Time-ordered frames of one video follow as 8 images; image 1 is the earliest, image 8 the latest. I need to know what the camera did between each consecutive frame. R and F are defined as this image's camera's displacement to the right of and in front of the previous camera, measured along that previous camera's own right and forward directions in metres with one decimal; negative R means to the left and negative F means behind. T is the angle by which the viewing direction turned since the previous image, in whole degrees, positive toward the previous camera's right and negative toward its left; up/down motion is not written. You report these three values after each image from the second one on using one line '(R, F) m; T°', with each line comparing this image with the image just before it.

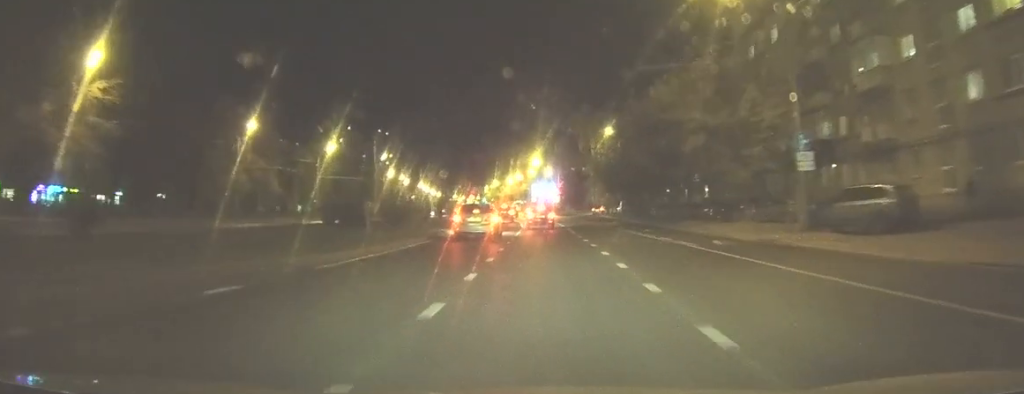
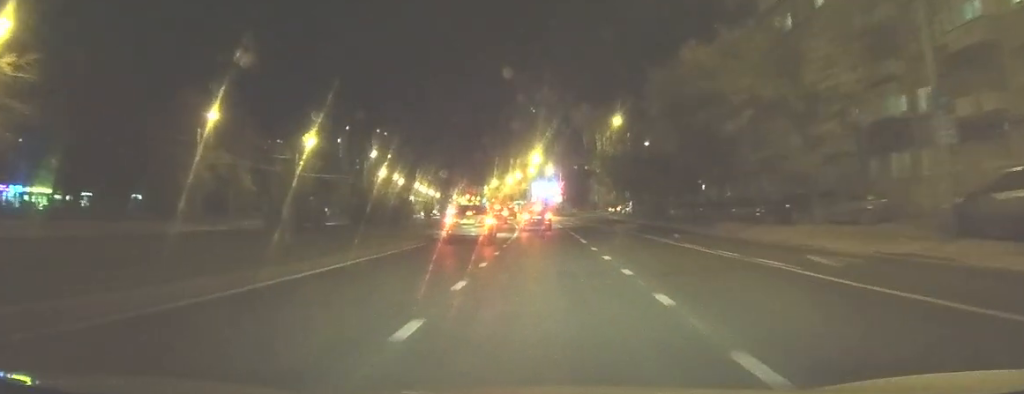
(-0.1, +9.0) m; 0°
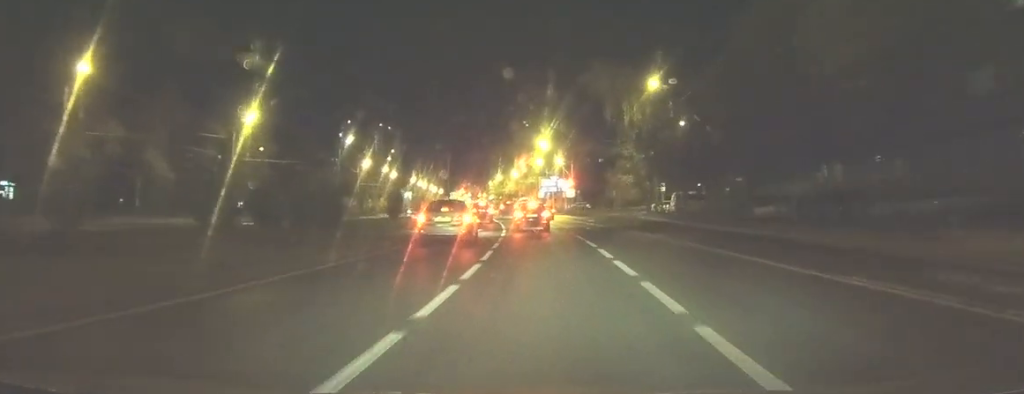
(+0.2, +20.6) m; 0°
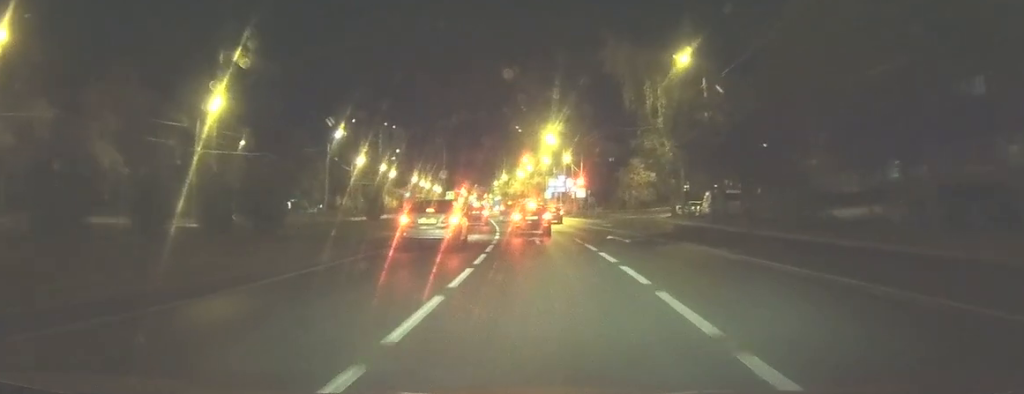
(0.0, +9.3) m; -1°
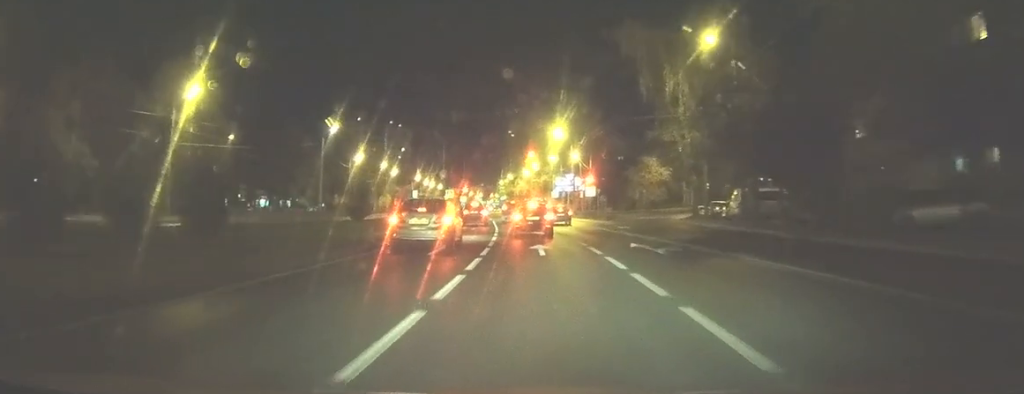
(0.0, +5.9) m; 0°
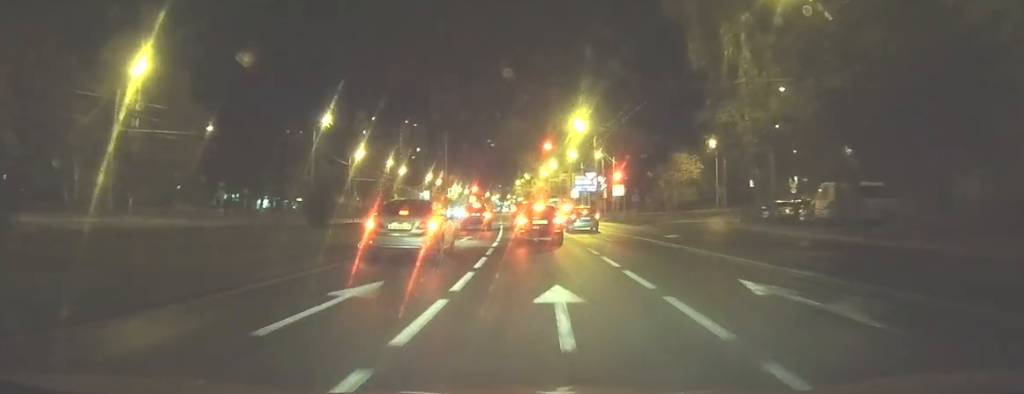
(-0.1, +11.3) m; -3°
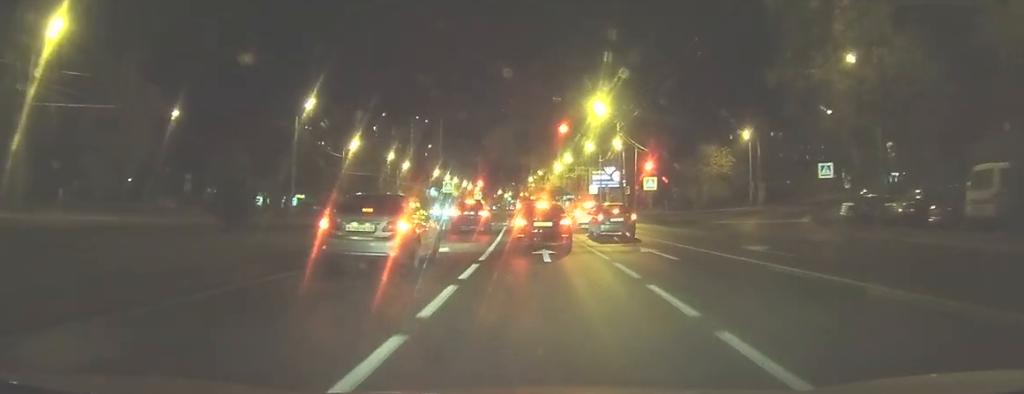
(-0.3, +10.4) m; -2°
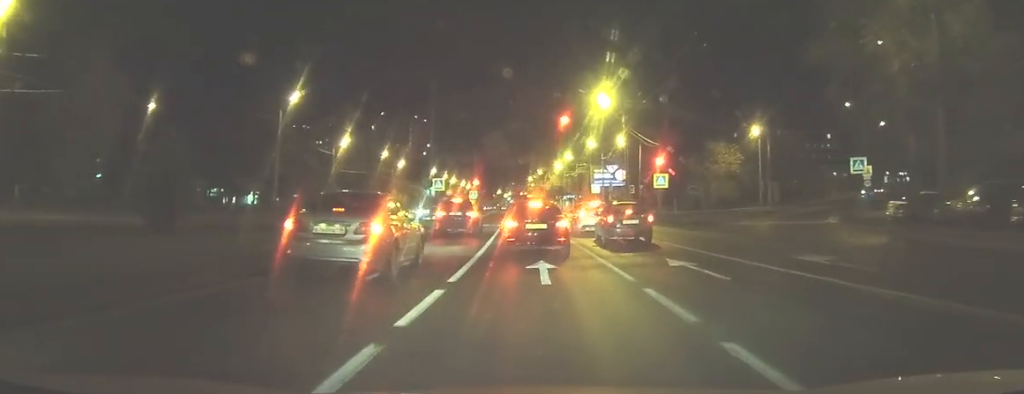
(0.0, +4.4) m; 0°
